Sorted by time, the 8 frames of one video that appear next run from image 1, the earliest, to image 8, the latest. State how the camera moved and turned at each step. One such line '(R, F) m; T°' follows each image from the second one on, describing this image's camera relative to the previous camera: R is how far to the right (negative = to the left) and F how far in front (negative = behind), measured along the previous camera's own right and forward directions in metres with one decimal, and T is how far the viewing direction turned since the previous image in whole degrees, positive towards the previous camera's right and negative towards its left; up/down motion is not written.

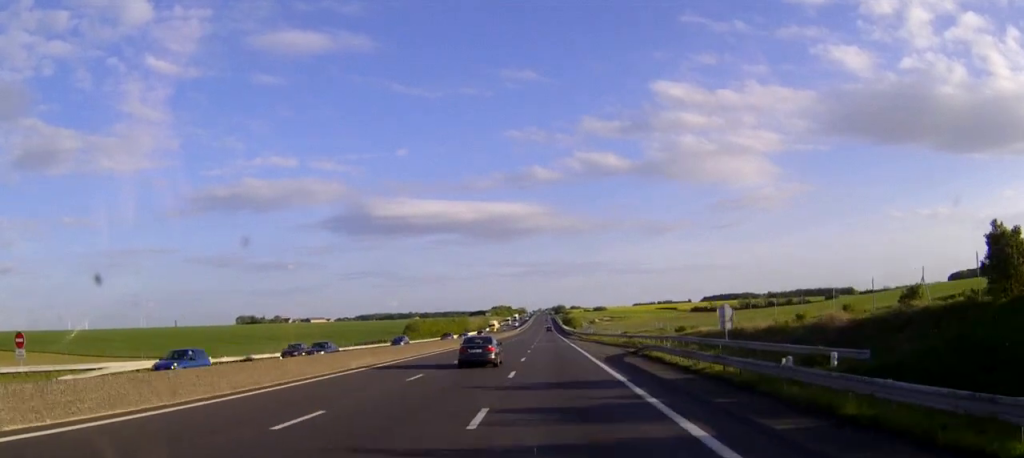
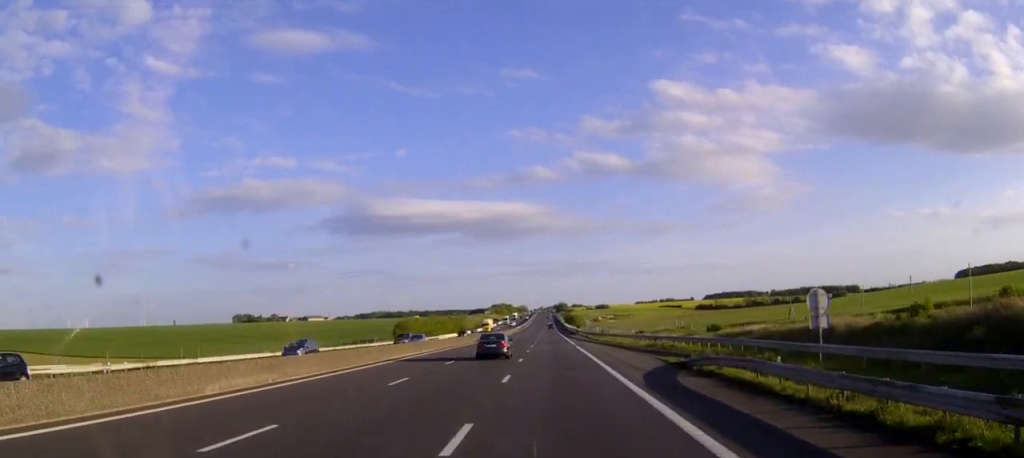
(0.0, +16.0) m; 0°
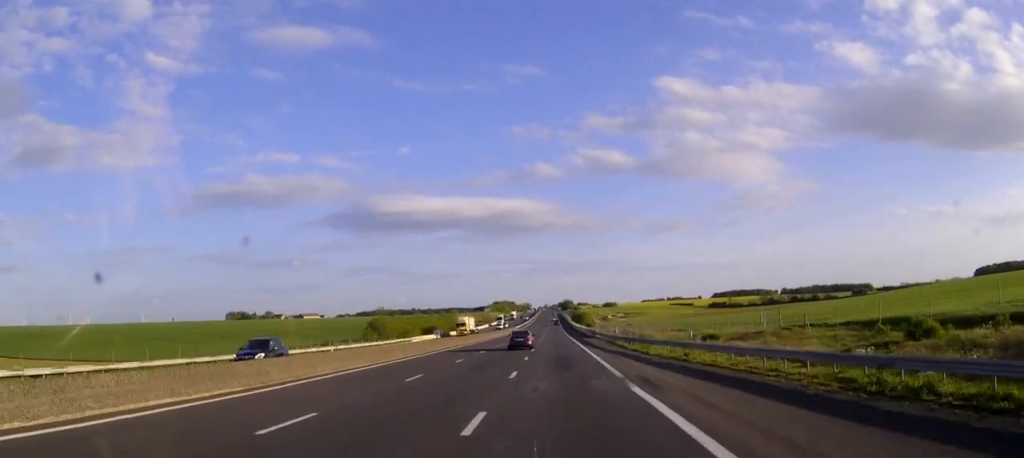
(-0.1, +37.0) m; 0°
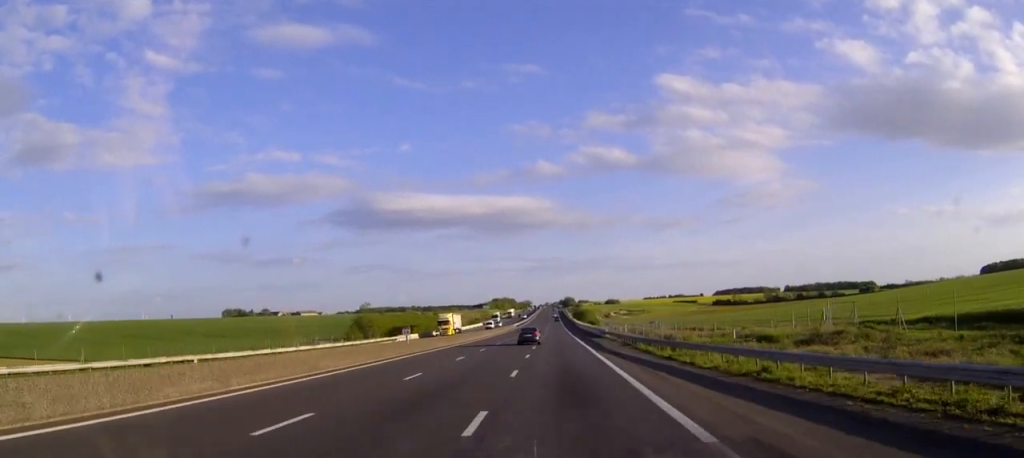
(0.0, +13.5) m; 0°
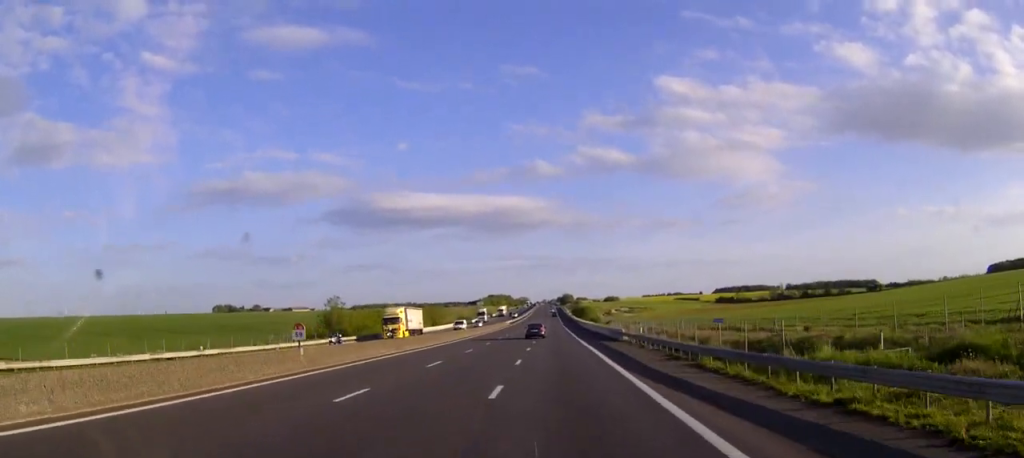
(0.0, +21.0) m; 0°
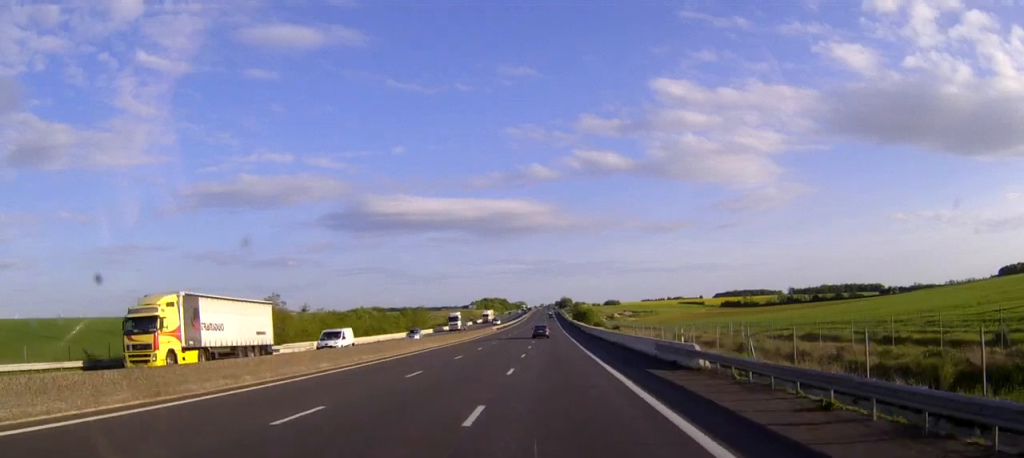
(0.0, +29.4) m; 0°
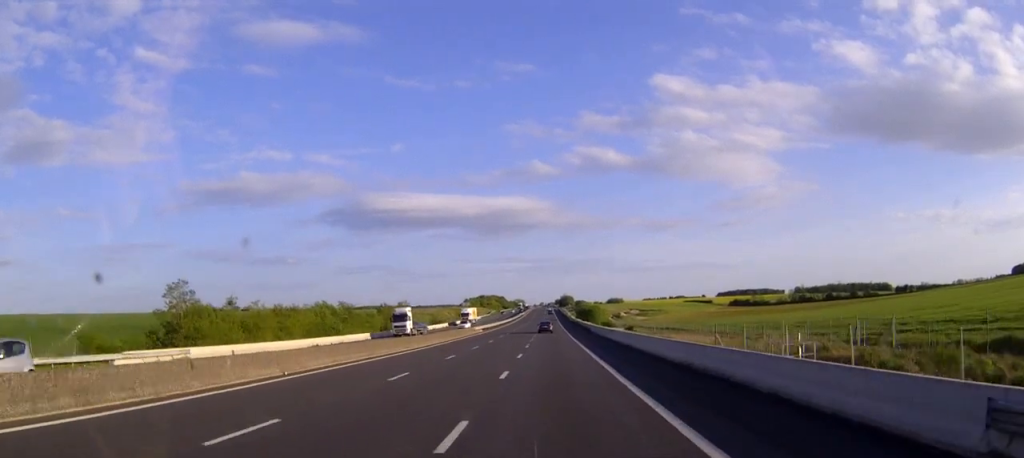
(0.0, +28.6) m; 0°
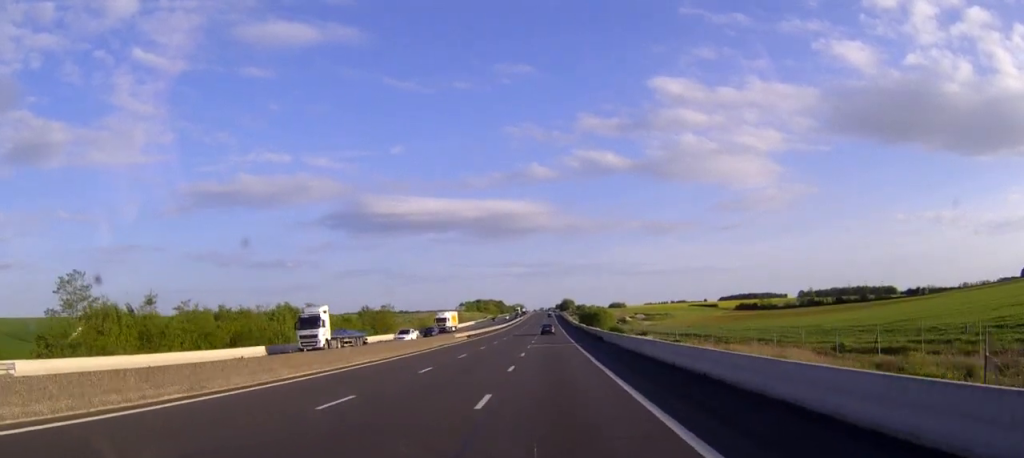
(0.0, +20.3) m; 0°
